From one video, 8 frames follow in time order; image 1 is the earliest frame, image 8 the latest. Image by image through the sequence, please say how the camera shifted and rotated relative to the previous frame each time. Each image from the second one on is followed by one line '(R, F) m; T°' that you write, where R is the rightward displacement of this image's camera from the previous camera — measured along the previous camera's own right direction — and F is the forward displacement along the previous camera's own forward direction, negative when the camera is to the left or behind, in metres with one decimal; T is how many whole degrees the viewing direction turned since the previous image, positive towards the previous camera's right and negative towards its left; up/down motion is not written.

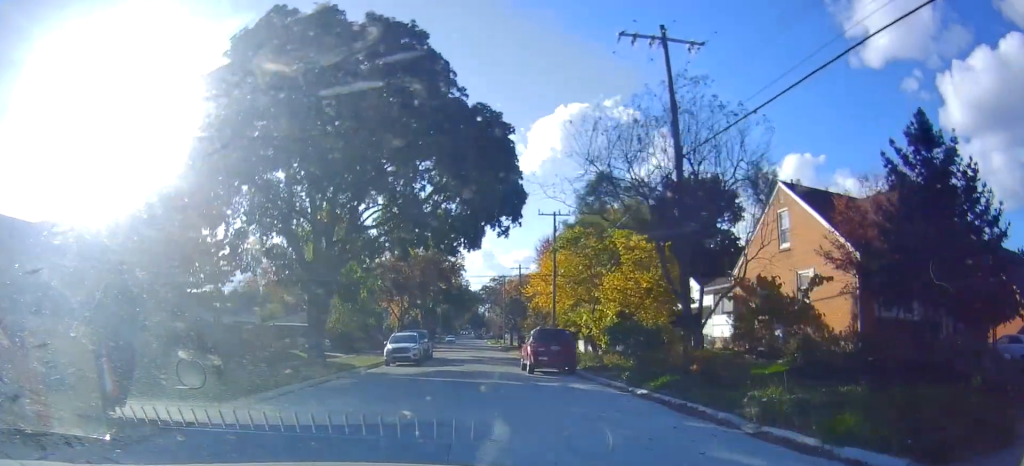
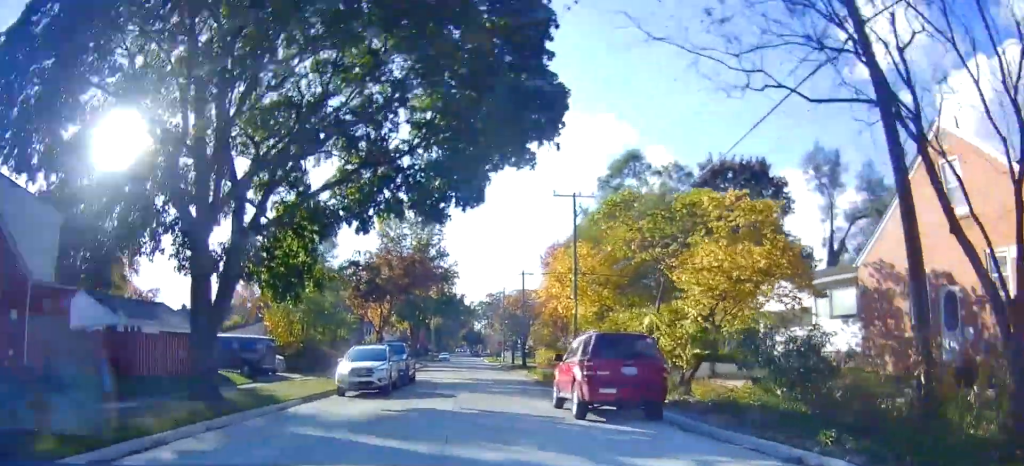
(+0.3, +10.1) m; +2°
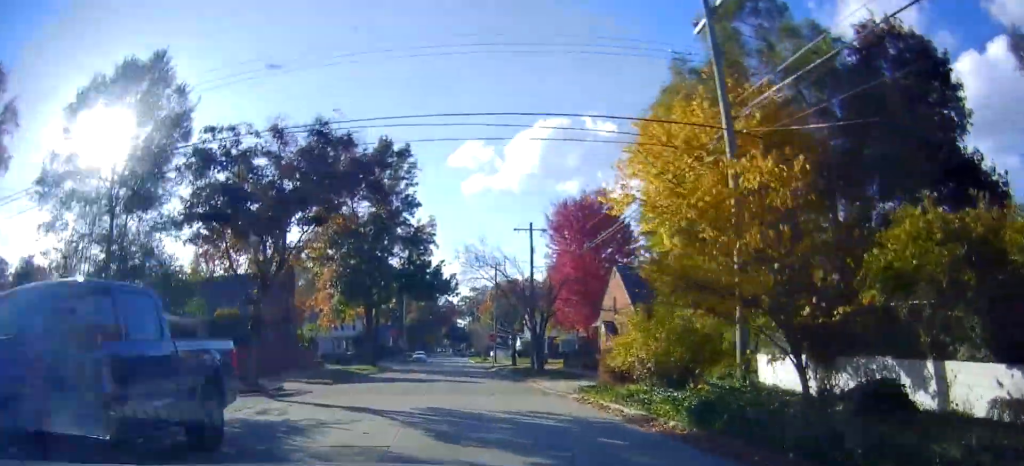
(+0.3, +22.1) m; +1°
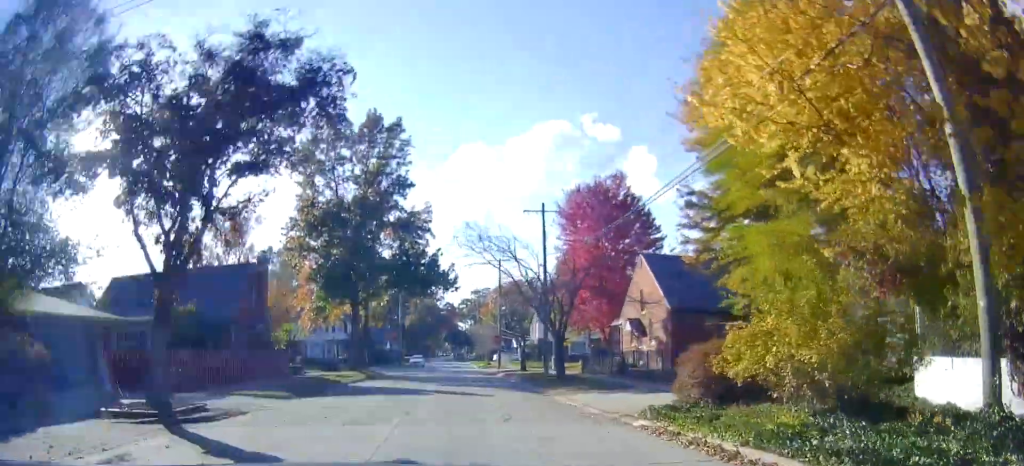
(0.0, +6.5) m; -1°
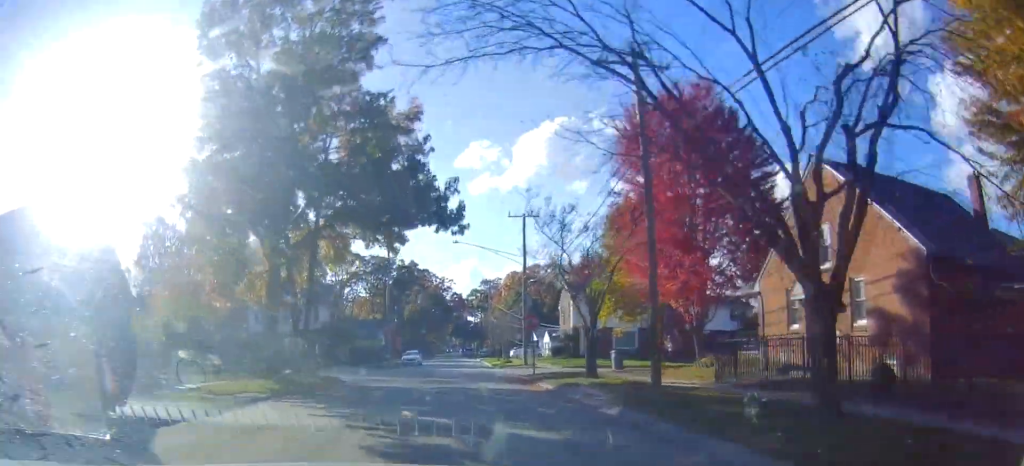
(-0.7, +19.2) m; -2°
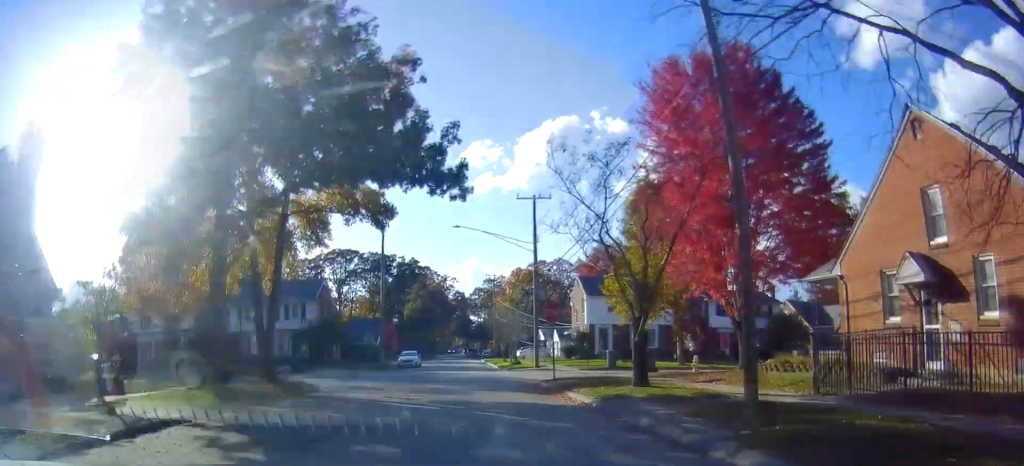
(+0.2, +5.5) m; +1°
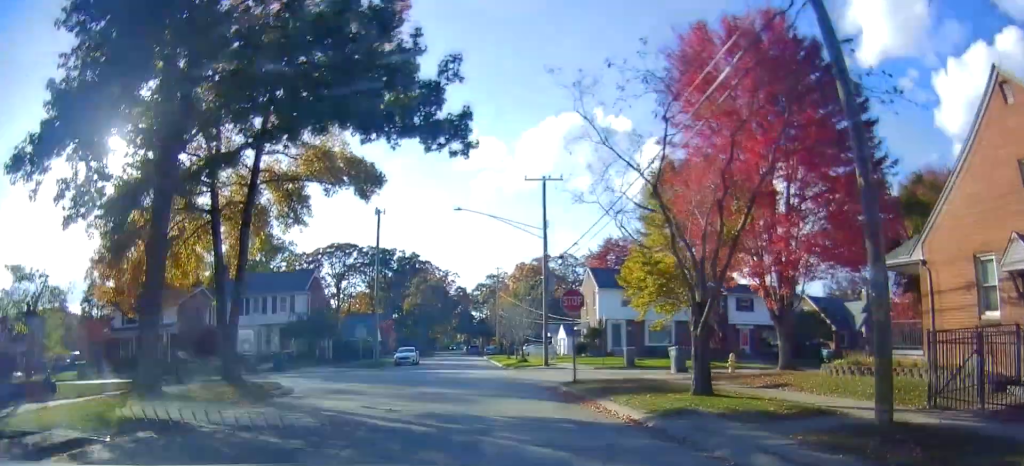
(+0.1, +4.4) m; +1°
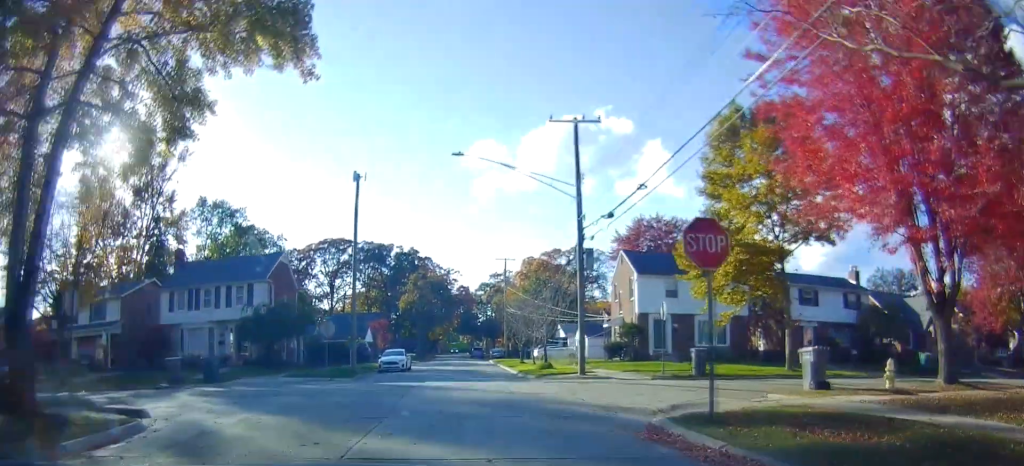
(-0.2, +12.6) m; -2°
